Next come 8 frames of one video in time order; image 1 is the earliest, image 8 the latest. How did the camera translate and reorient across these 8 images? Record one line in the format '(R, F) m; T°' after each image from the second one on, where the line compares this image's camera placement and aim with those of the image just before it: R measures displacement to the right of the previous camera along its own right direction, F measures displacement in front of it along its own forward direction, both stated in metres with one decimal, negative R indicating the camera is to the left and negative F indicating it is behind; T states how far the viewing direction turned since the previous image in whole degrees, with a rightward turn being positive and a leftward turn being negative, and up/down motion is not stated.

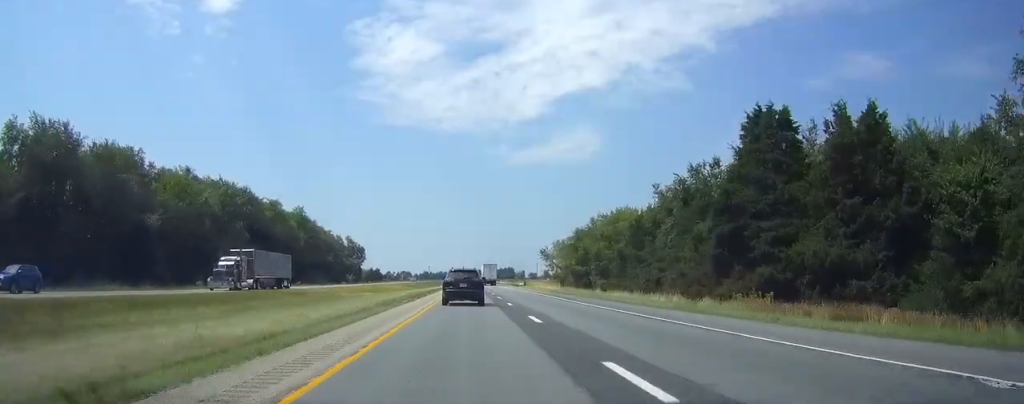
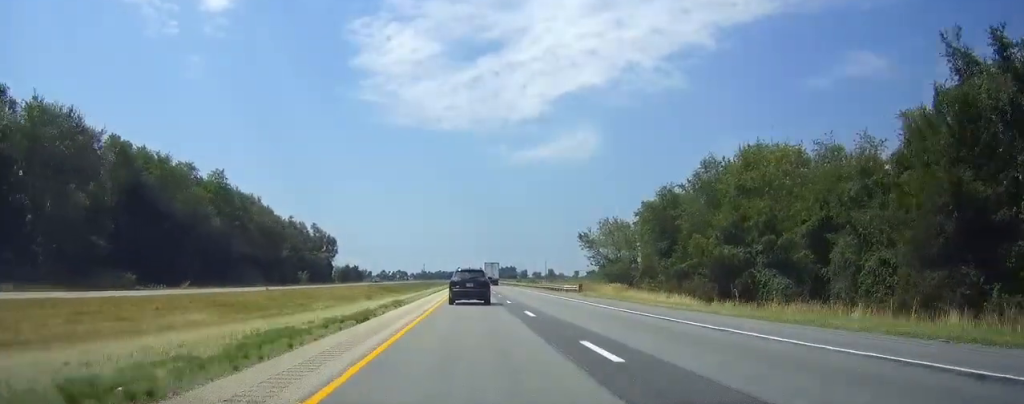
(-0.2, +57.6) m; 0°
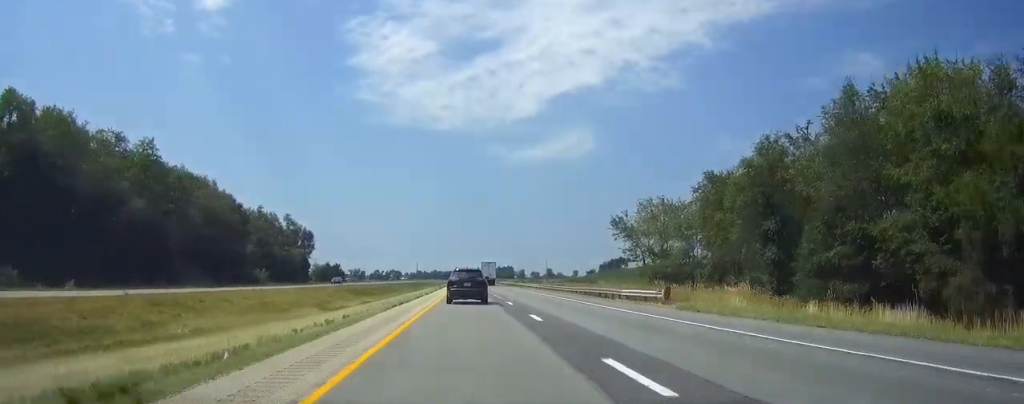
(+0.1, +27.1) m; 0°
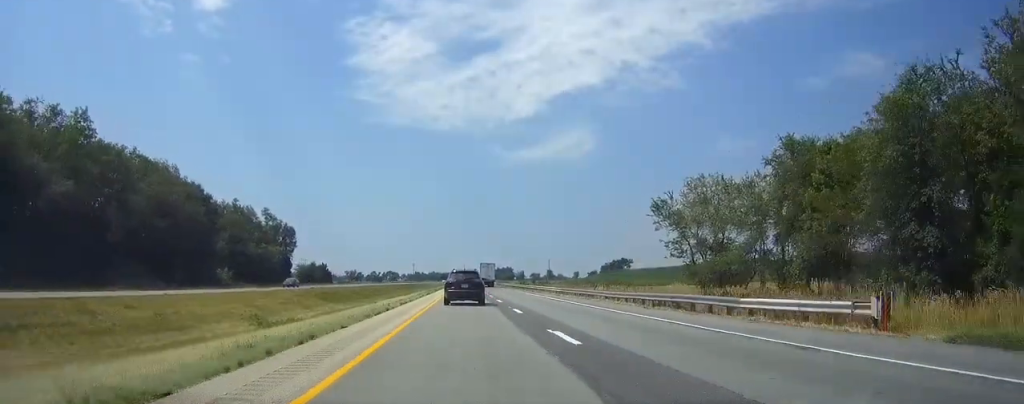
(+0.1, +18.5) m; 0°
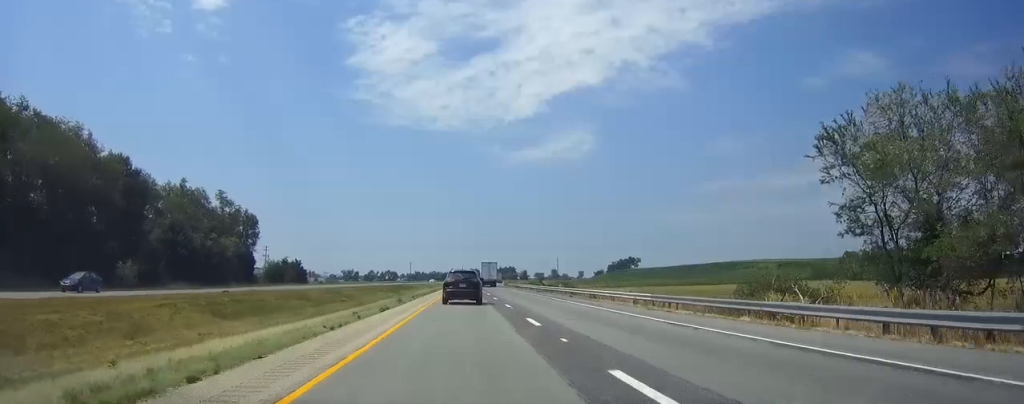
(0.0, +31.5) m; 0°
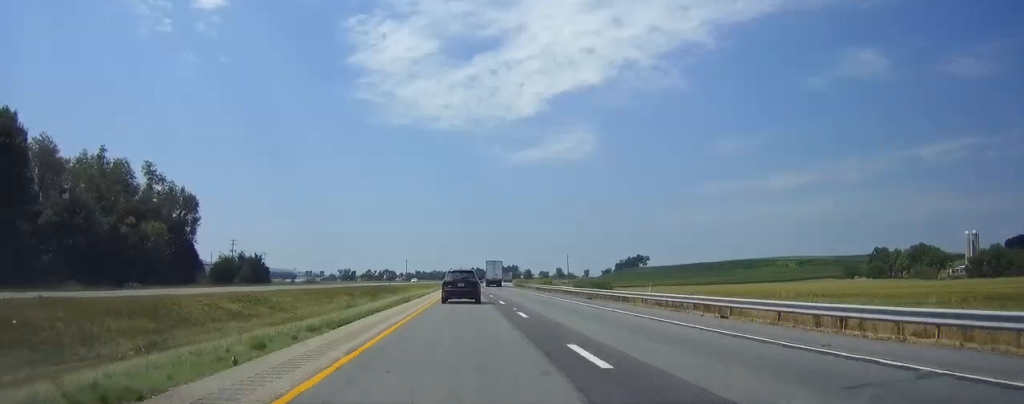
(0.0, +32.7) m; 0°
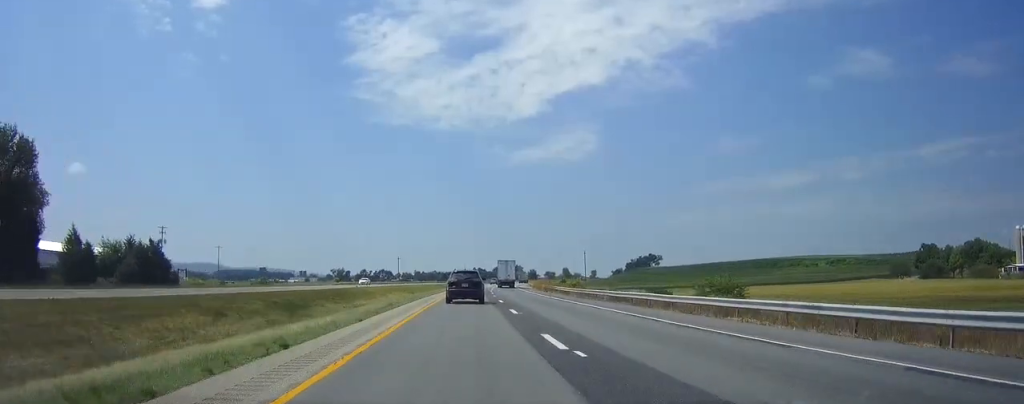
(+0.1, +46.0) m; 0°
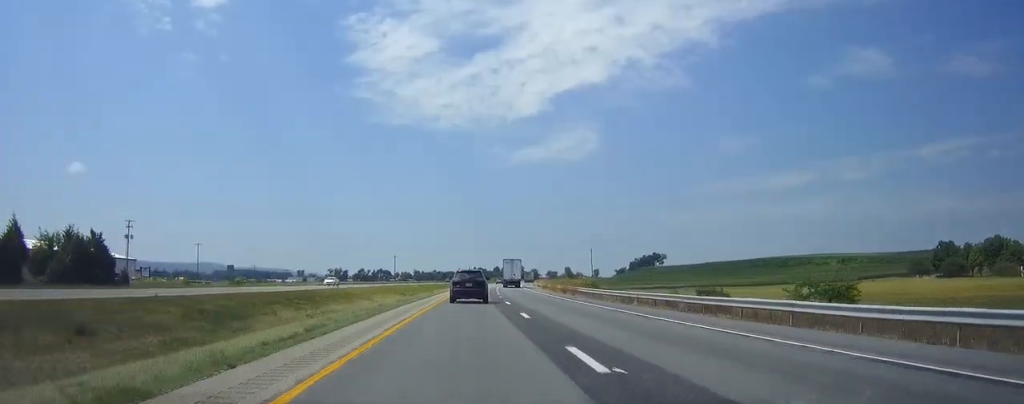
(0.0, +15.4) m; 0°
